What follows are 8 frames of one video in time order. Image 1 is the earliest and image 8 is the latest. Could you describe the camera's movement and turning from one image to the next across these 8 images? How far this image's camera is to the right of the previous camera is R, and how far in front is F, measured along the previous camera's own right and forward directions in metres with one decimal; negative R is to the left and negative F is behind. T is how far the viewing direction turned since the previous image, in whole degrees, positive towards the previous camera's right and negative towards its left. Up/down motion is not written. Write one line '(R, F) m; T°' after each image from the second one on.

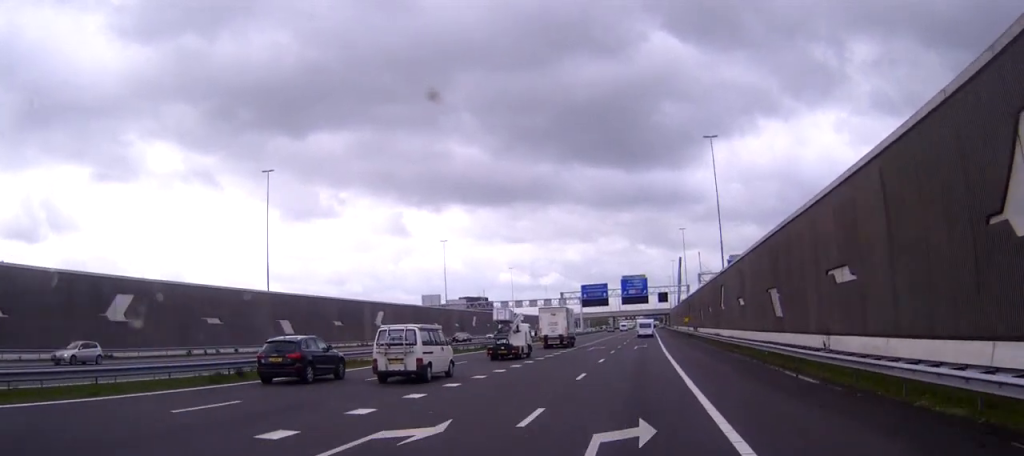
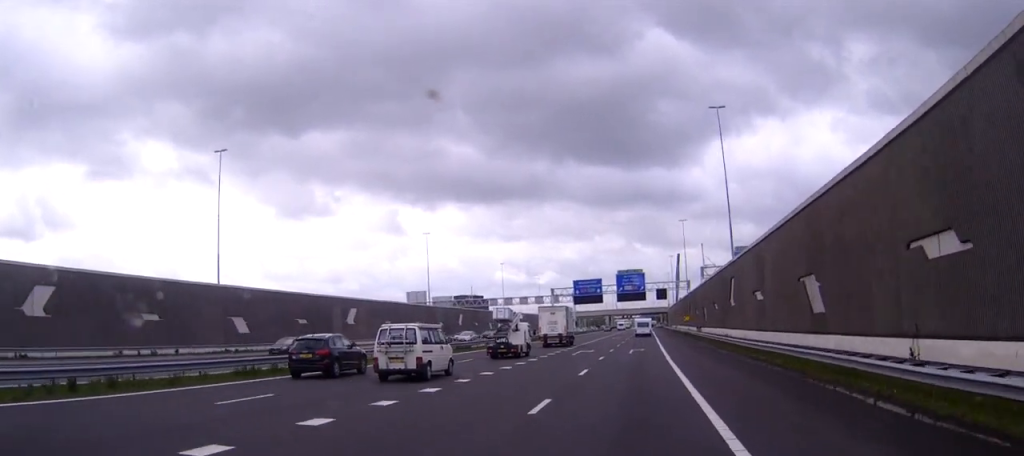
(0.0, +9.9) m; 0°
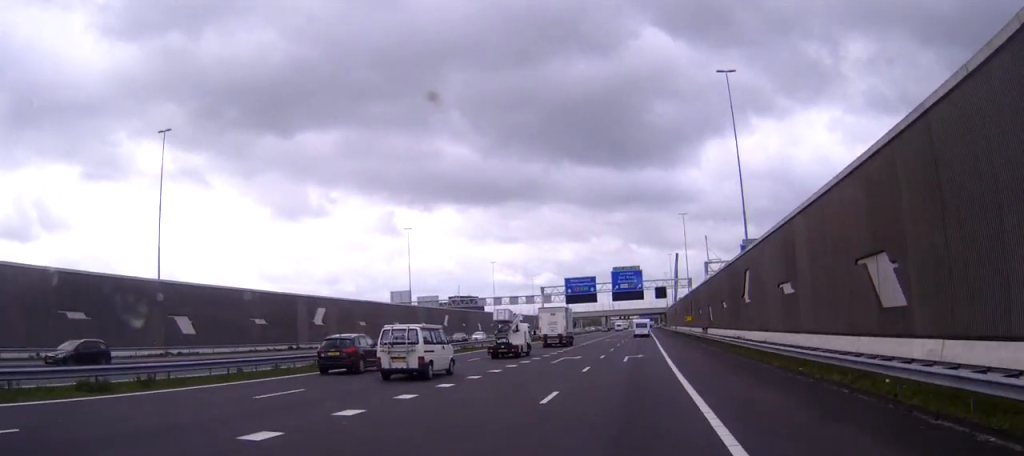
(0.0, +9.9) m; 0°
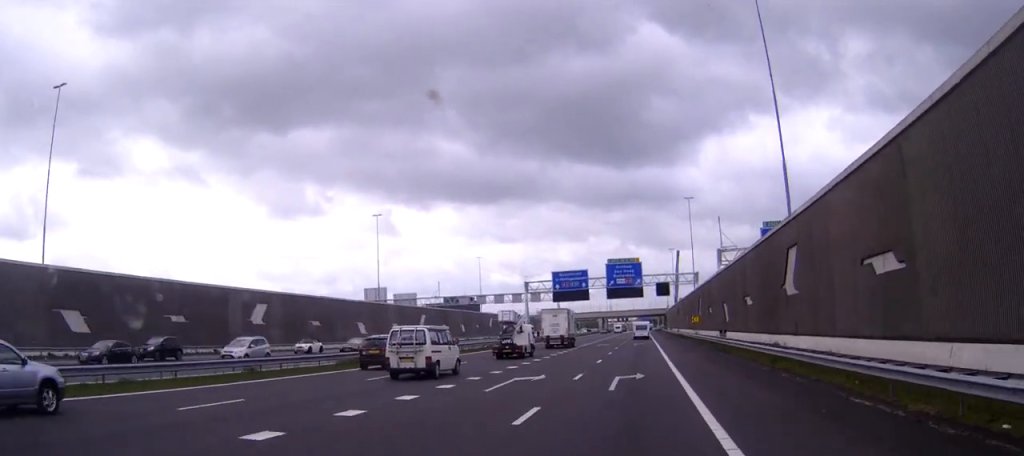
(0.0, +15.5) m; 0°
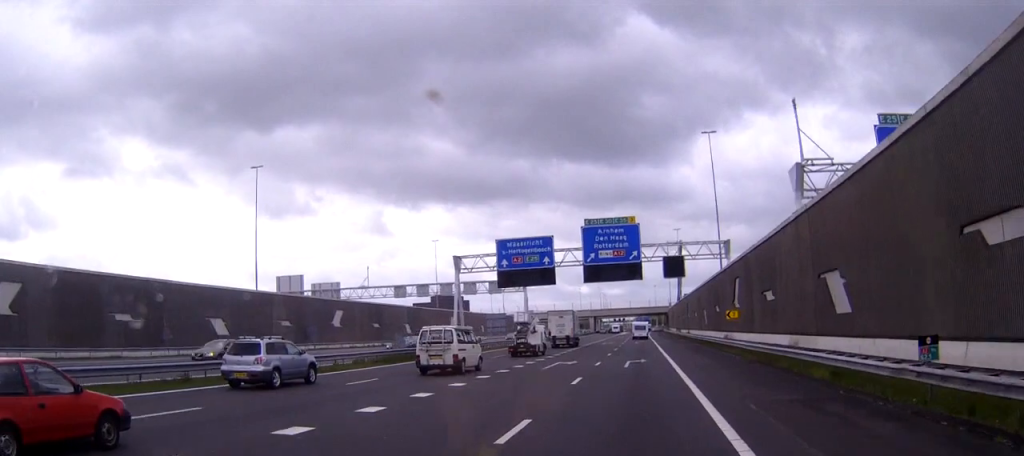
(+0.2, +38.0) m; 0°
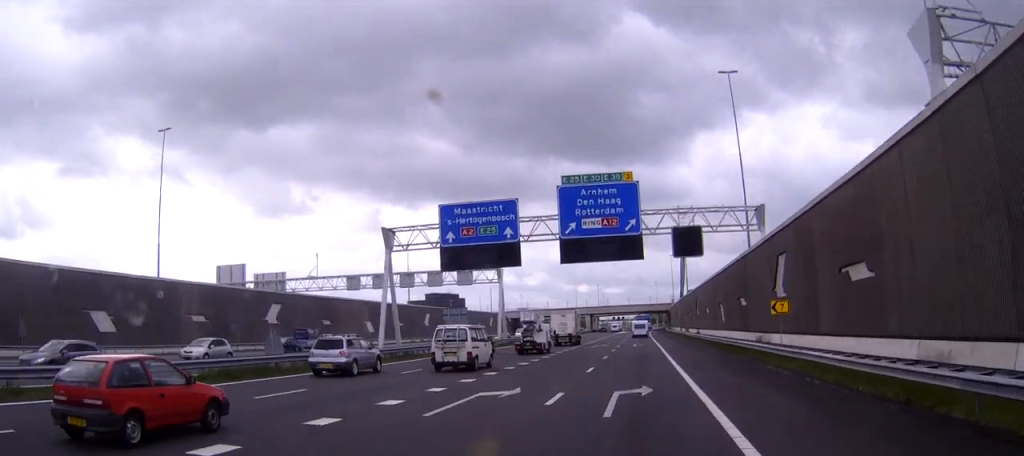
(0.0, +18.3) m; 0°
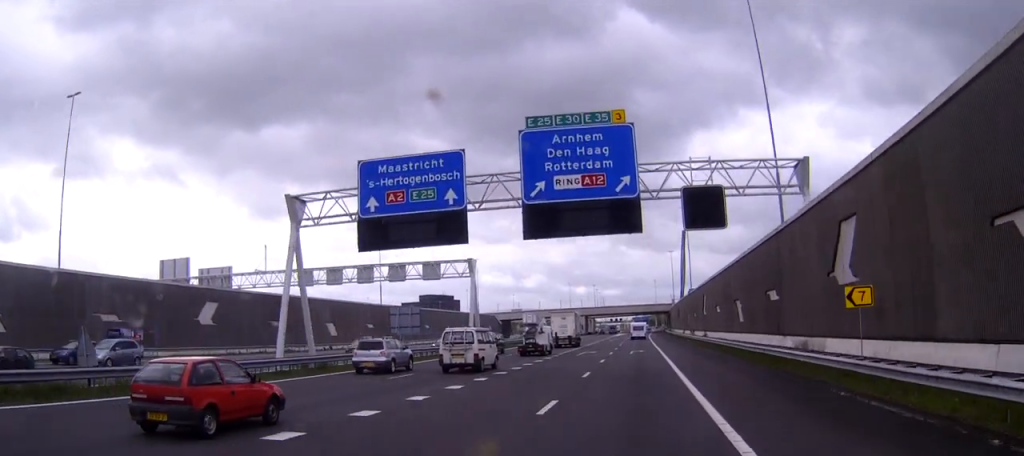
(0.0, +13.2) m; 0°
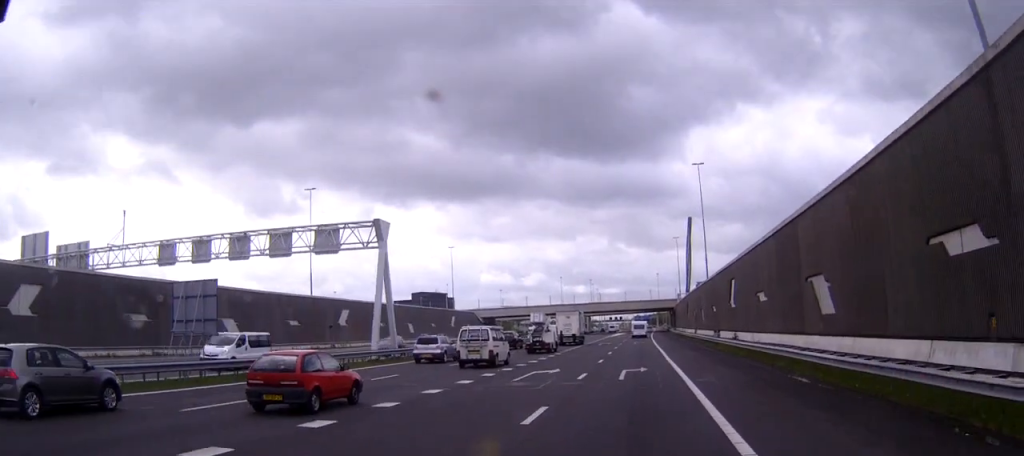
(+0.1, +25.6) m; 0°
